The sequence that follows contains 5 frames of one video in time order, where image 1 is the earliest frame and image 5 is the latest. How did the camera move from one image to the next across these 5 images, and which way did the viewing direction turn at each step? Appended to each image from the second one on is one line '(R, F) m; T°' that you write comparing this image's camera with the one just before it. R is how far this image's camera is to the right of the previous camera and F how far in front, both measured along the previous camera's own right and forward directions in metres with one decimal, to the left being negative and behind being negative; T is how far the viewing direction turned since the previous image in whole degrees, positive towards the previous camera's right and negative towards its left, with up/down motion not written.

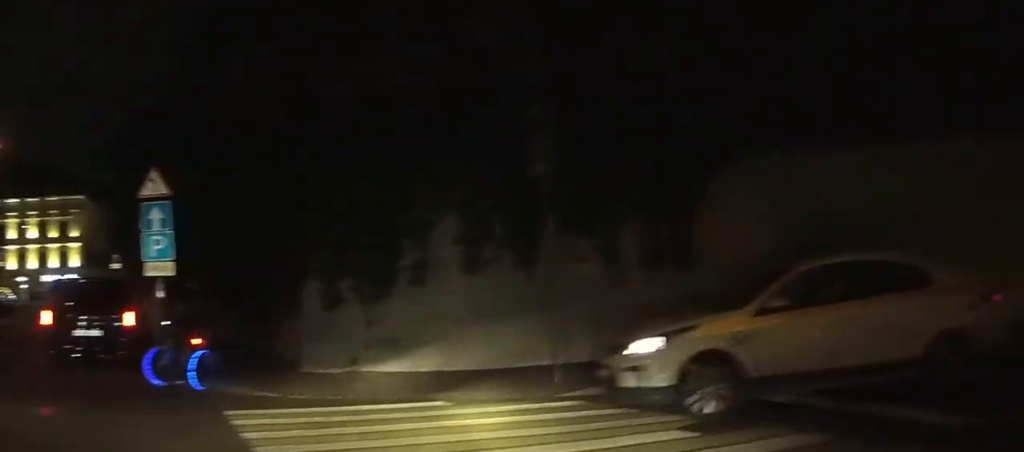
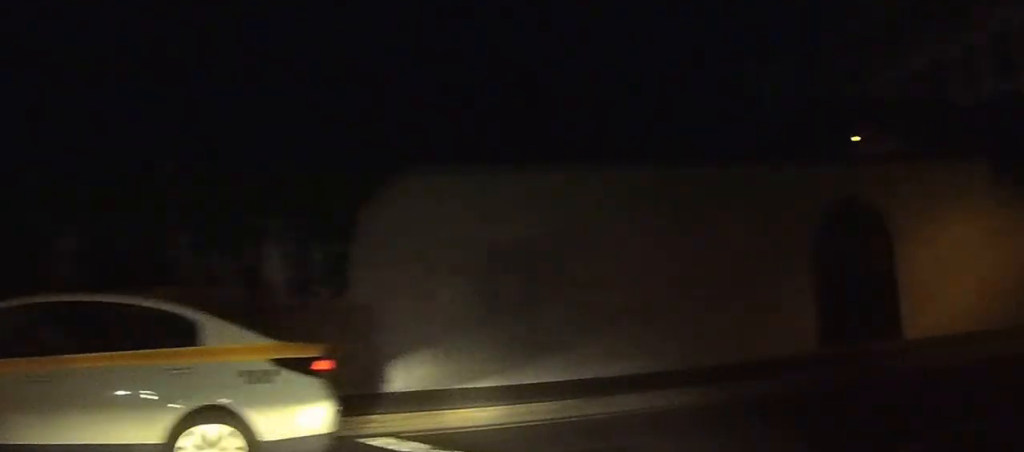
(+0.3, +2.8) m; +16°
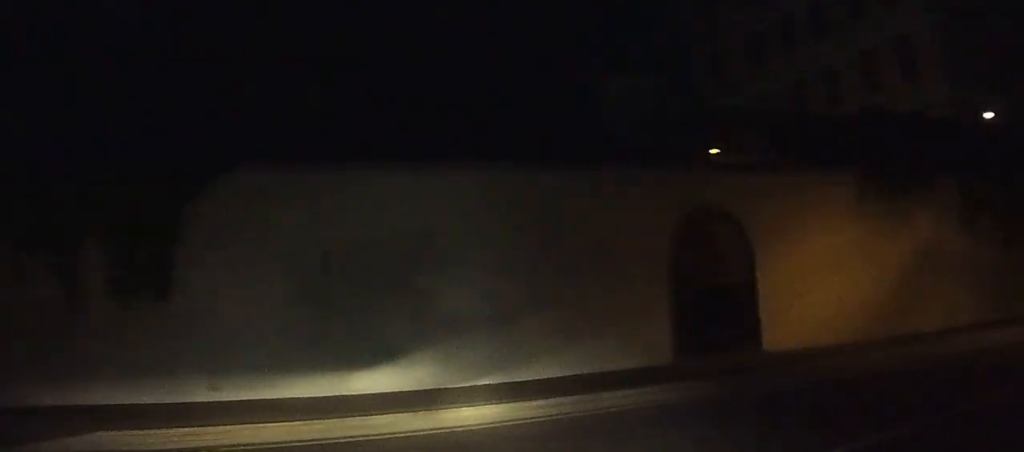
(0.0, +1.1) m; +8°
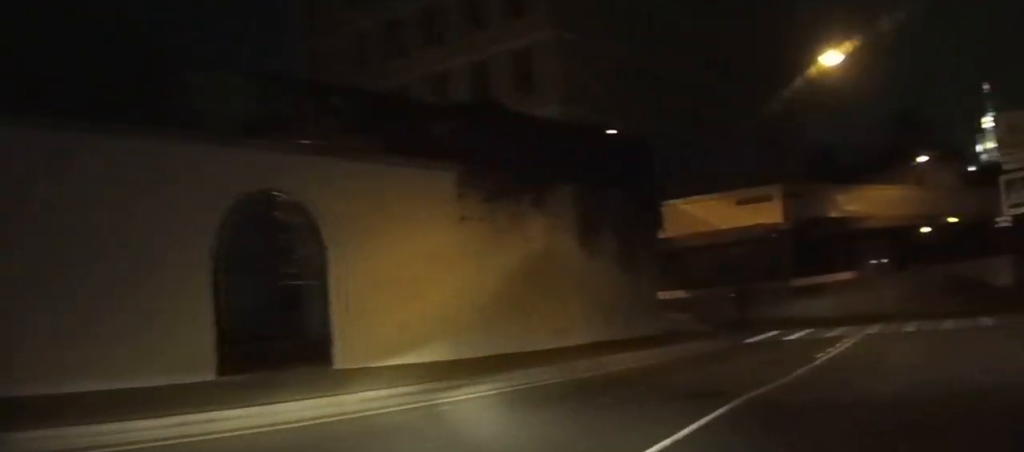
(+0.6, +3.5) m; +18°
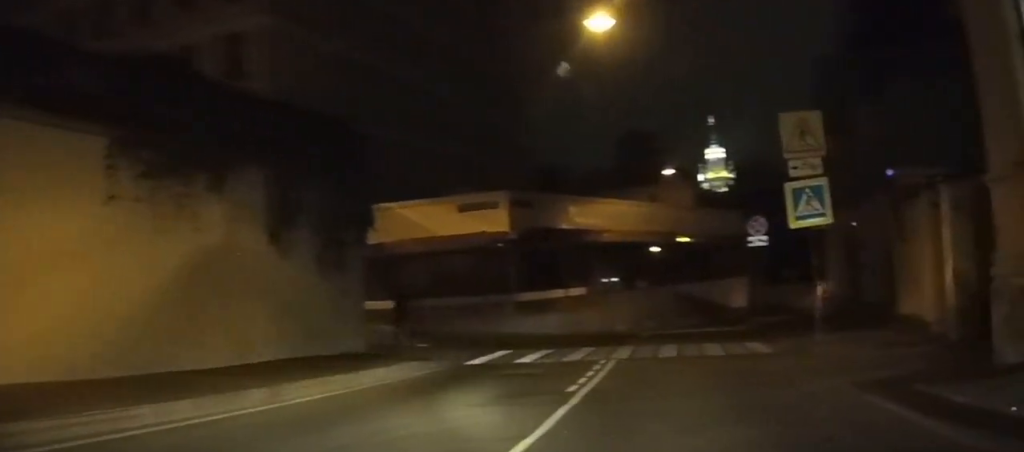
(+0.6, +3.8) m; +16°
